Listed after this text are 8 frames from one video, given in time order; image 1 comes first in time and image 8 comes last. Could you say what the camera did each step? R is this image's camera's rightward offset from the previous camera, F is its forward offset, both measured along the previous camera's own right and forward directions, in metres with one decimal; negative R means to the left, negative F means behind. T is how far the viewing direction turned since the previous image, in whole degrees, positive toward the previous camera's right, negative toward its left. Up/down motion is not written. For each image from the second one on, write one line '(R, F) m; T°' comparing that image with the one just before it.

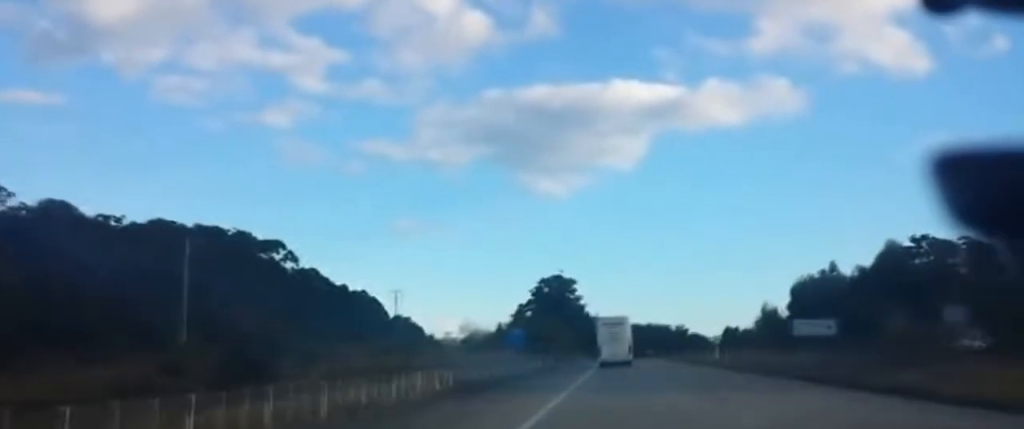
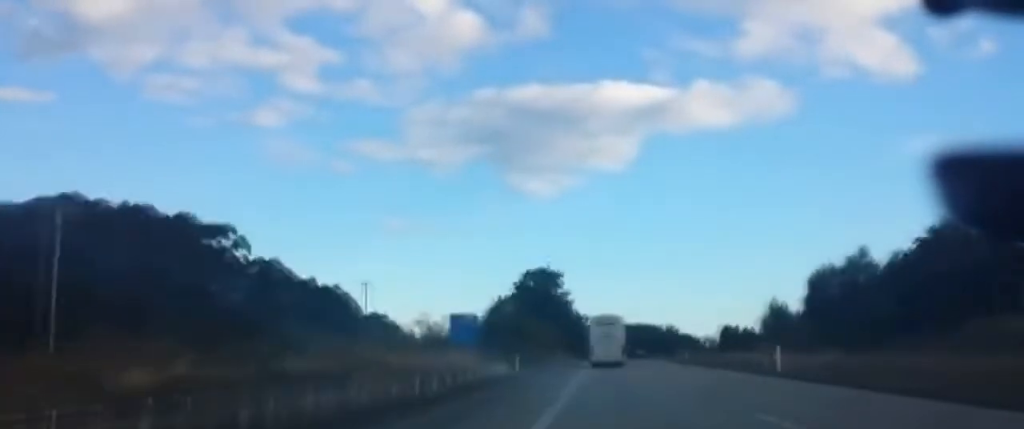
(-0.2, +25.9) m; 0°
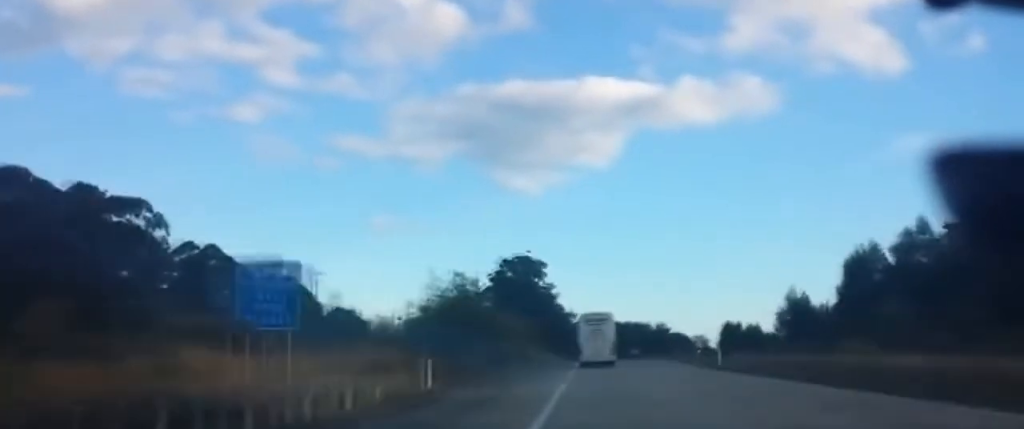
(+0.1, +29.8) m; +1°
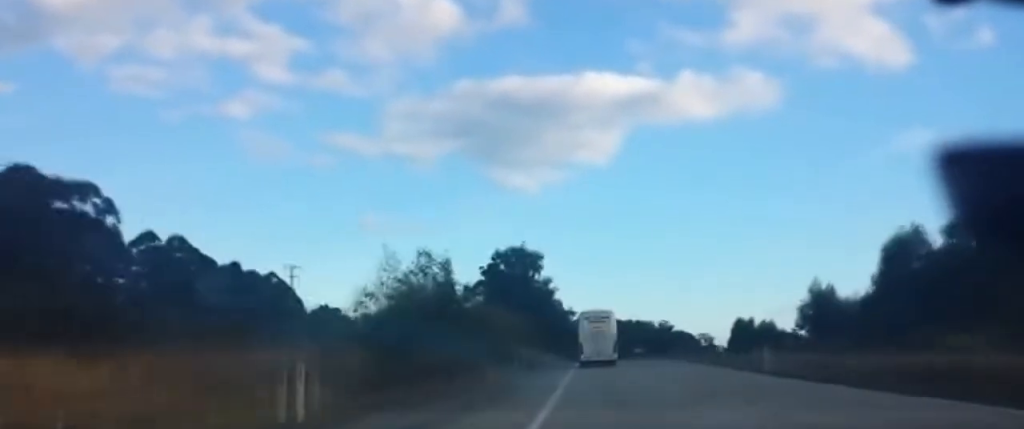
(+0.2, +14.3) m; 0°
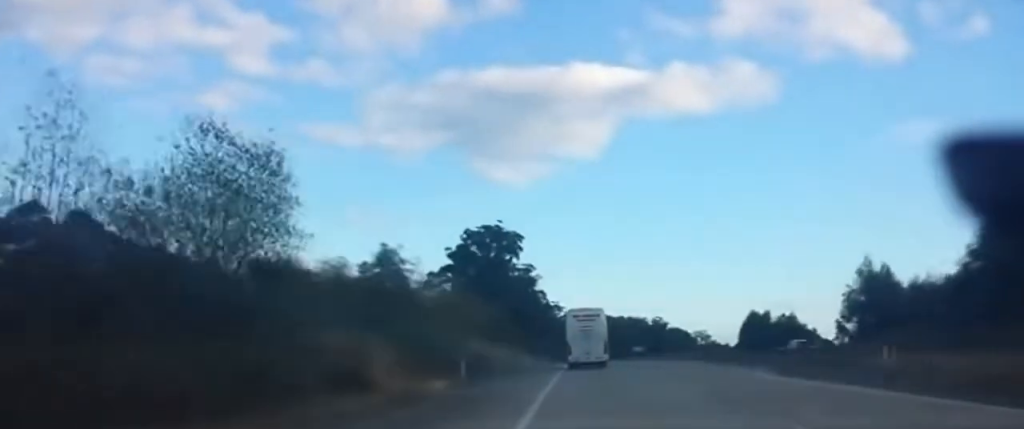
(-0.1, +31.5) m; 0°
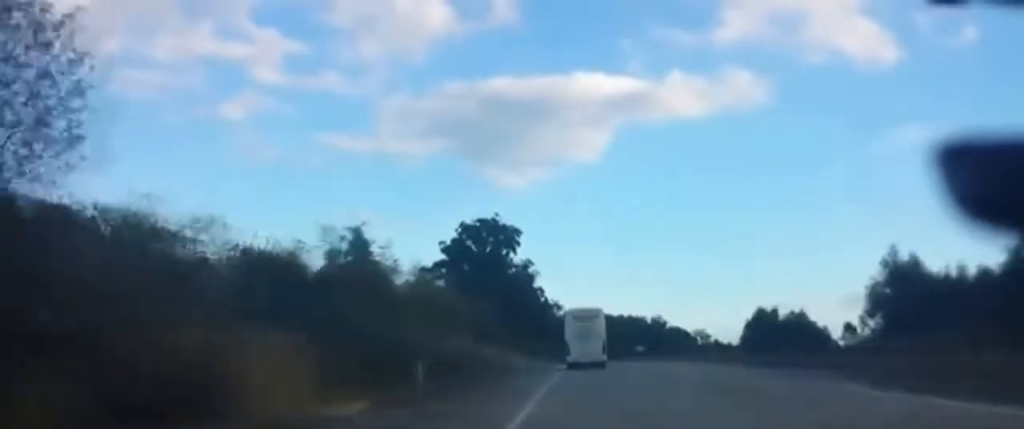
(0.0, +13.2) m; 0°
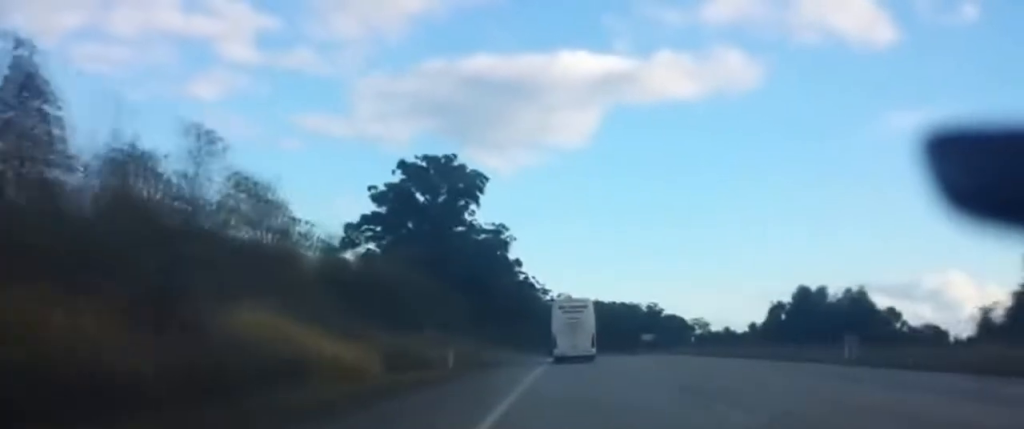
(0.0, +46.4) m; +1°
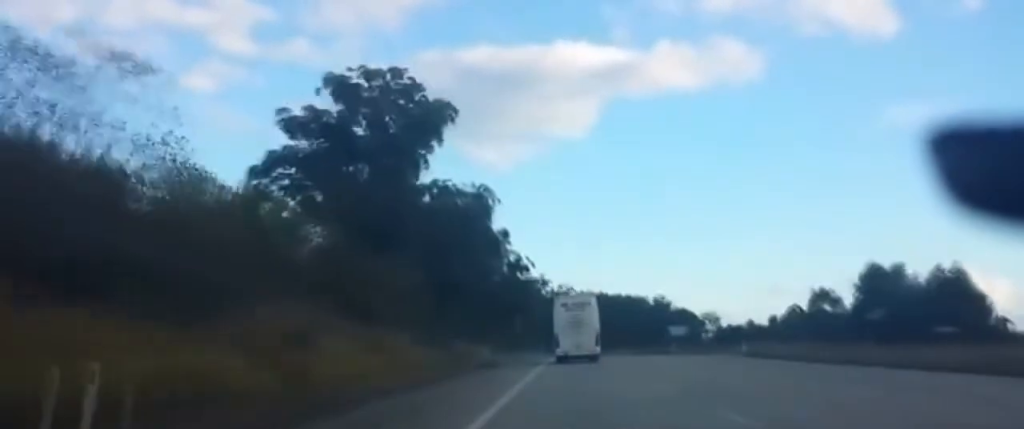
(+0.4, +37.0) m; 0°
